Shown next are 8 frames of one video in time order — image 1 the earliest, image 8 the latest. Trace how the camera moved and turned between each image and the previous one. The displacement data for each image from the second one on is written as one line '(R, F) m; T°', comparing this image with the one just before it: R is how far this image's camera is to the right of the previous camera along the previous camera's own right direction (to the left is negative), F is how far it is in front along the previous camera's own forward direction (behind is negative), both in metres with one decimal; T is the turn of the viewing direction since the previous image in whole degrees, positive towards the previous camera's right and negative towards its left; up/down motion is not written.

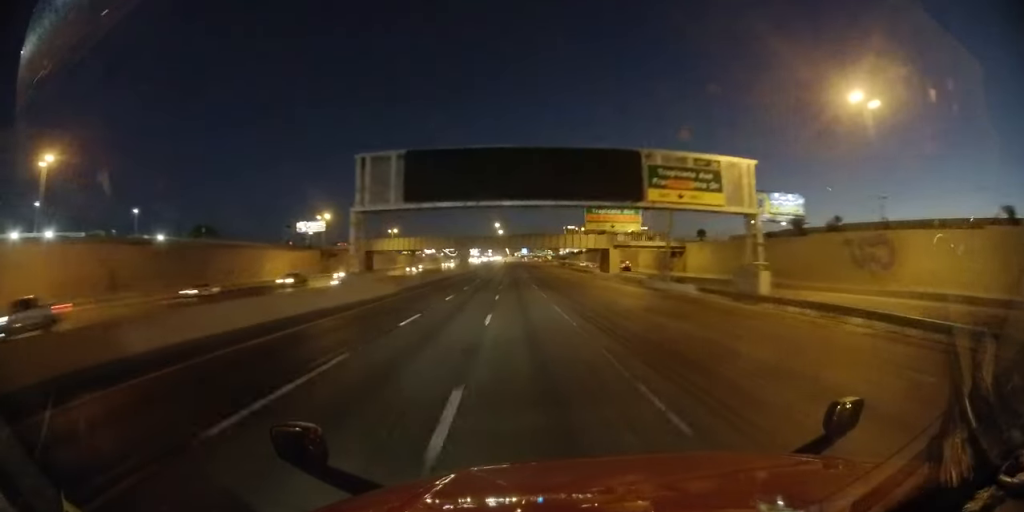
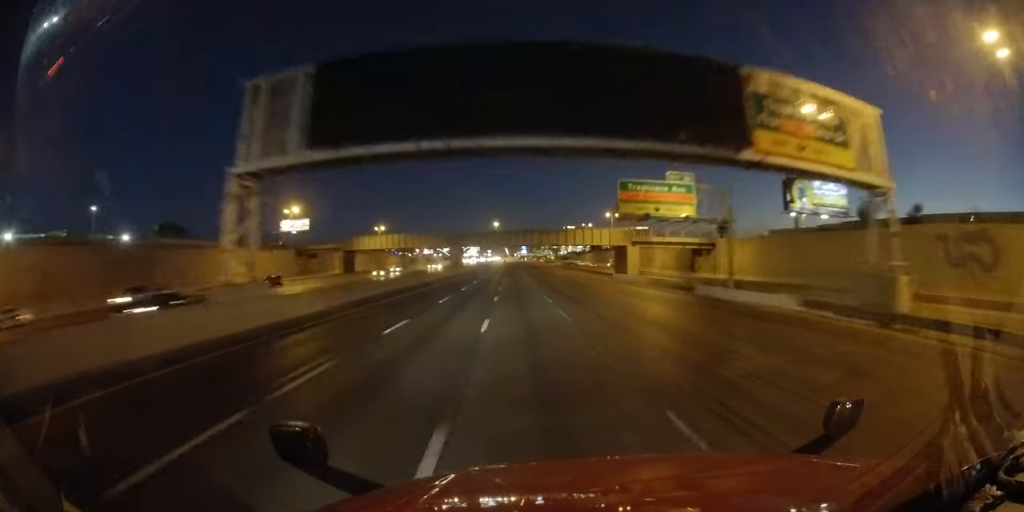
(0.0, +14.4) m; 0°
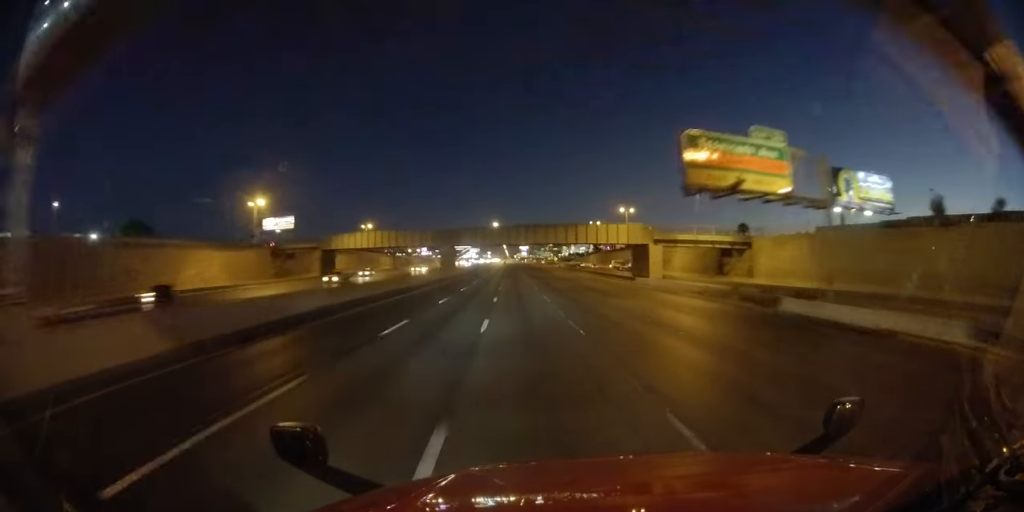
(0.0, +12.3) m; 0°
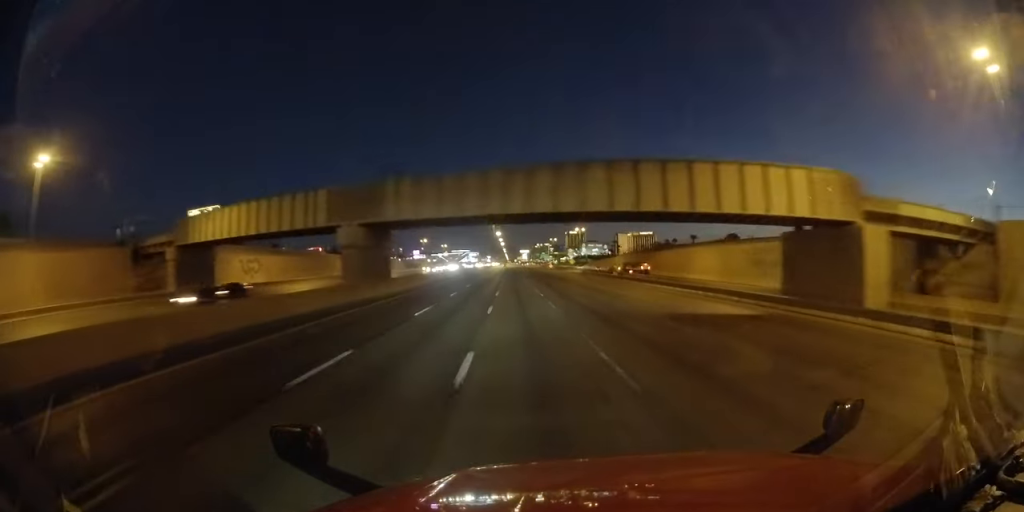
(0.0, +42.9) m; 0°
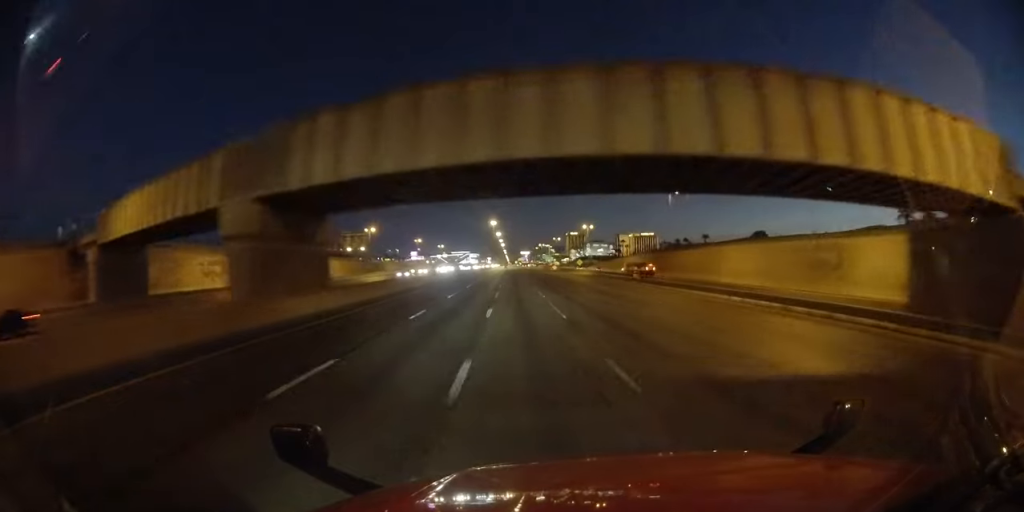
(0.0, +13.1) m; 0°
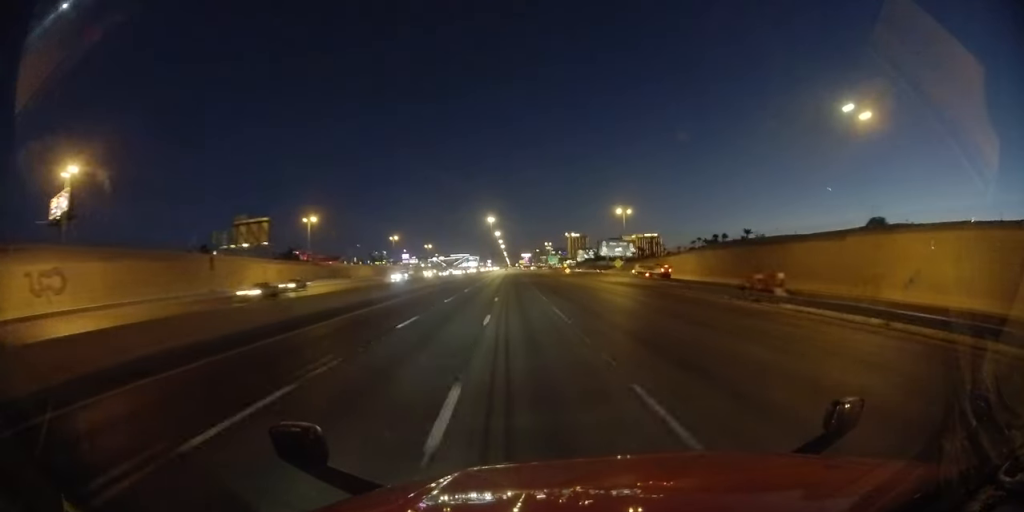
(0.0, +38.3) m; 0°
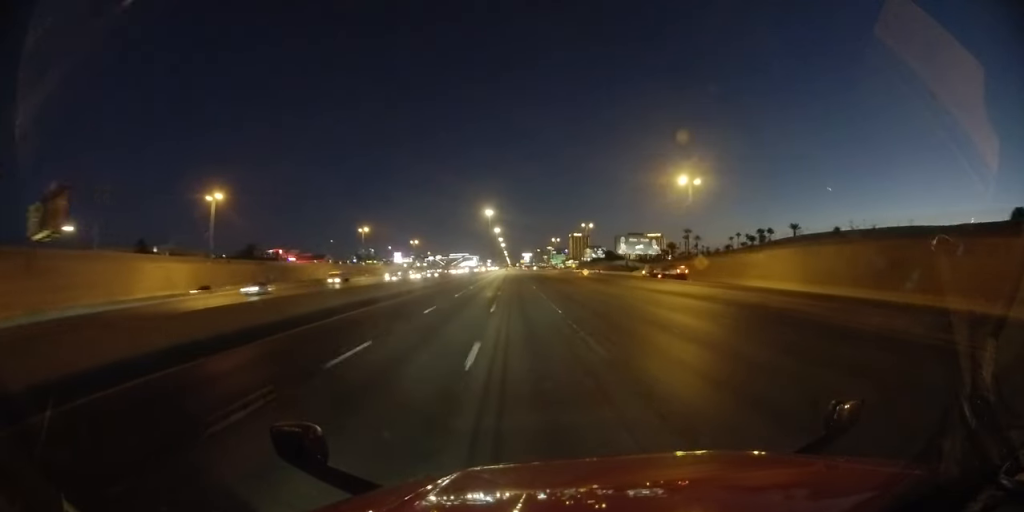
(+0.1, +31.6) m; 0°
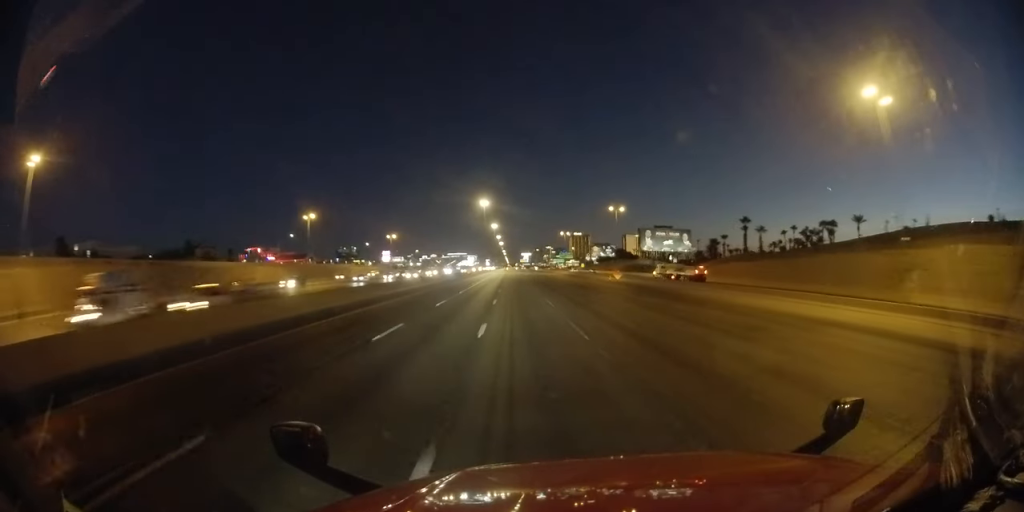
(+0.2, +32.5) m; 0°
